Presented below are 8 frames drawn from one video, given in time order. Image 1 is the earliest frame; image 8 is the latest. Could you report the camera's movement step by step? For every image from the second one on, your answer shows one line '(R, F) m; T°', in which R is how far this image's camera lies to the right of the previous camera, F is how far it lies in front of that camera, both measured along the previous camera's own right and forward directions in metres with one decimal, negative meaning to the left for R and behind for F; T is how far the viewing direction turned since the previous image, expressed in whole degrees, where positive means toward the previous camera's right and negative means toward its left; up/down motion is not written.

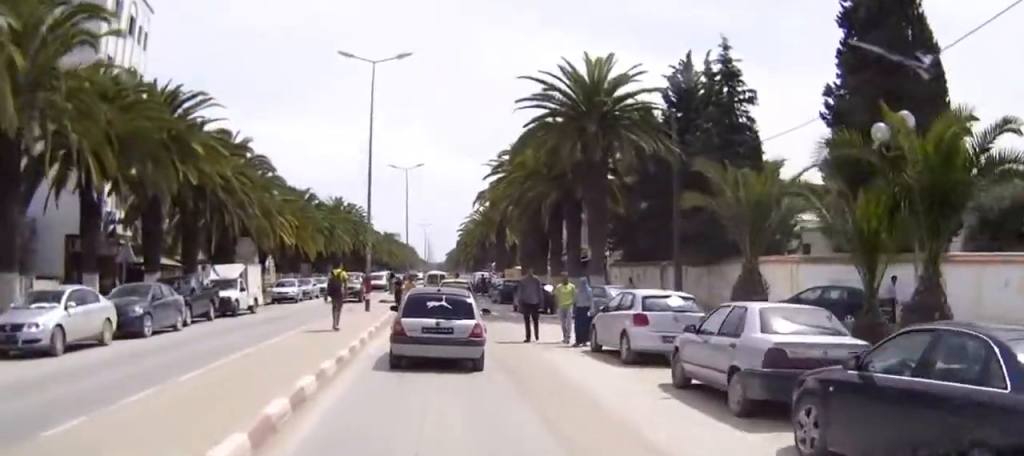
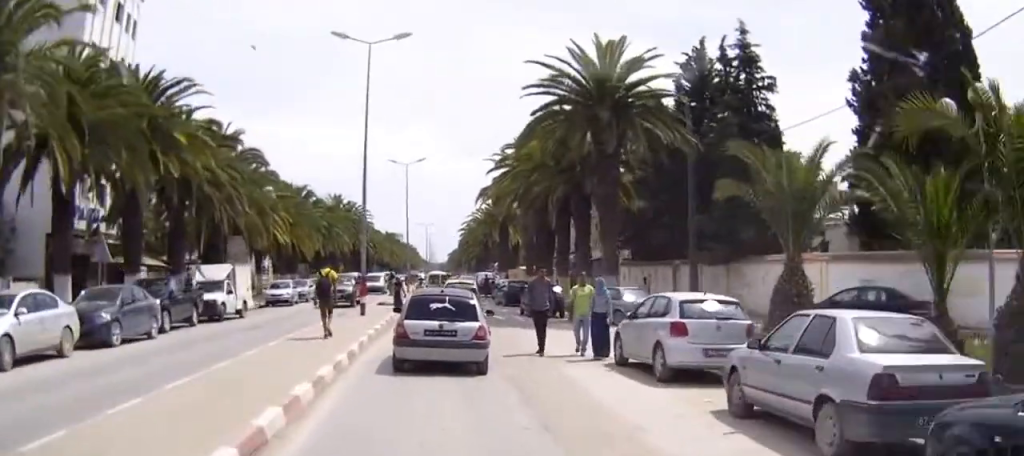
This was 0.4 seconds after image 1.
(0.0, +2.4) m; 0°
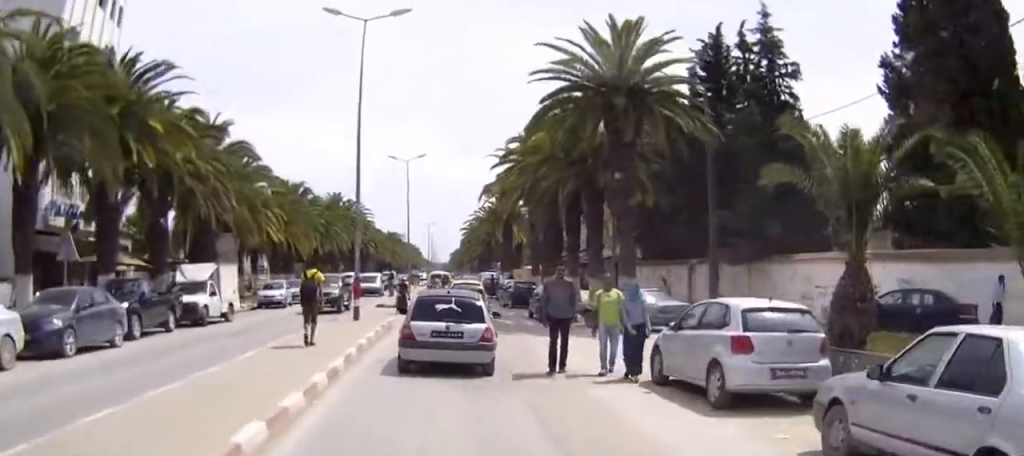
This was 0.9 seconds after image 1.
(0.0, +2.8) m; 0°
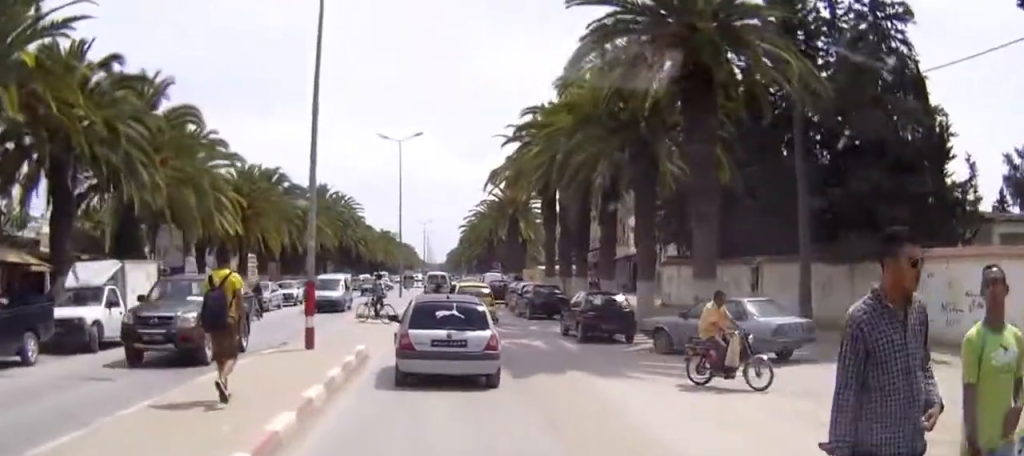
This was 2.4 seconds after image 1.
(0.0, +8.7) m; 0°
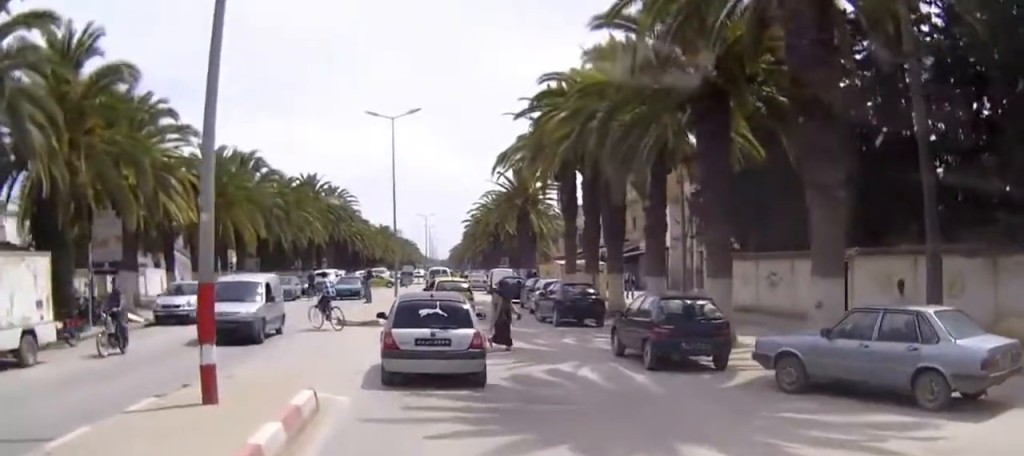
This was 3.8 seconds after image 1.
(0.0, +7.2) m; -1°
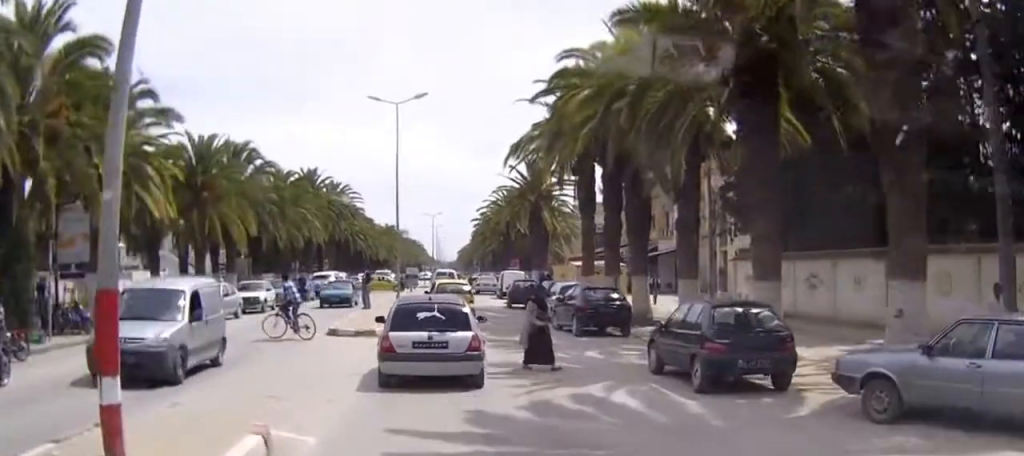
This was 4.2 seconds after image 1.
(0.0, +2.7) m; 0°
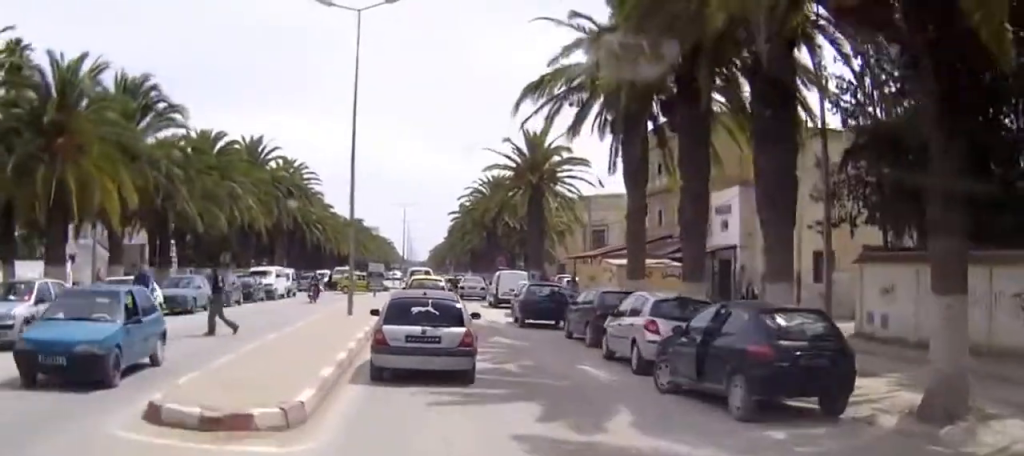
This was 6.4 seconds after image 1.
(+0.2, +13.9) m; +2°
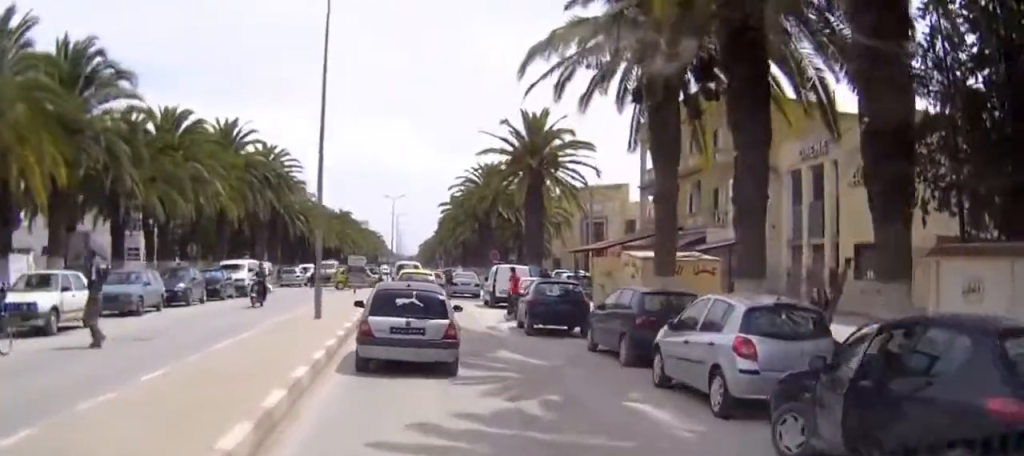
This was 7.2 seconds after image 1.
(0.0, +5.0) m; 0°
